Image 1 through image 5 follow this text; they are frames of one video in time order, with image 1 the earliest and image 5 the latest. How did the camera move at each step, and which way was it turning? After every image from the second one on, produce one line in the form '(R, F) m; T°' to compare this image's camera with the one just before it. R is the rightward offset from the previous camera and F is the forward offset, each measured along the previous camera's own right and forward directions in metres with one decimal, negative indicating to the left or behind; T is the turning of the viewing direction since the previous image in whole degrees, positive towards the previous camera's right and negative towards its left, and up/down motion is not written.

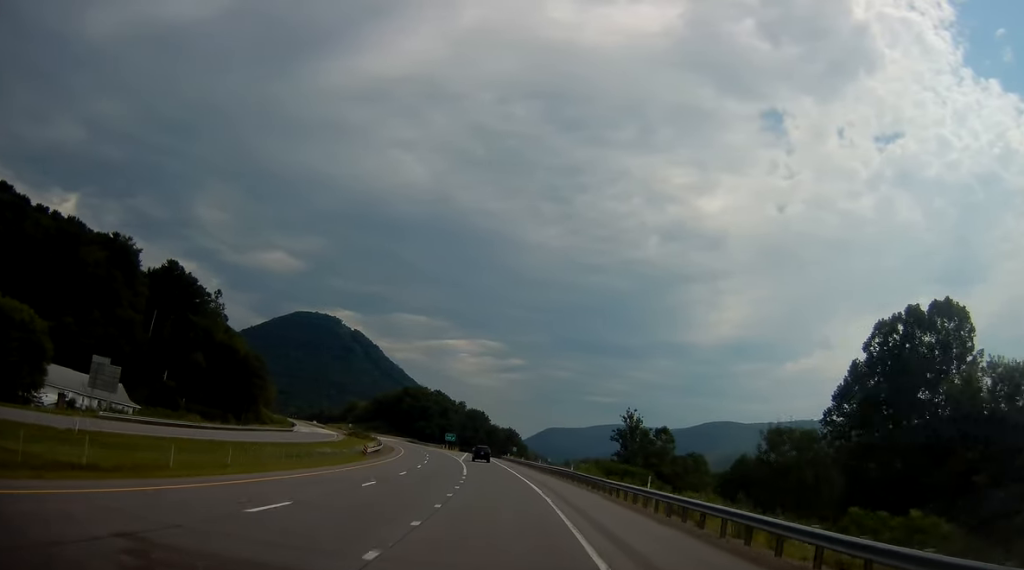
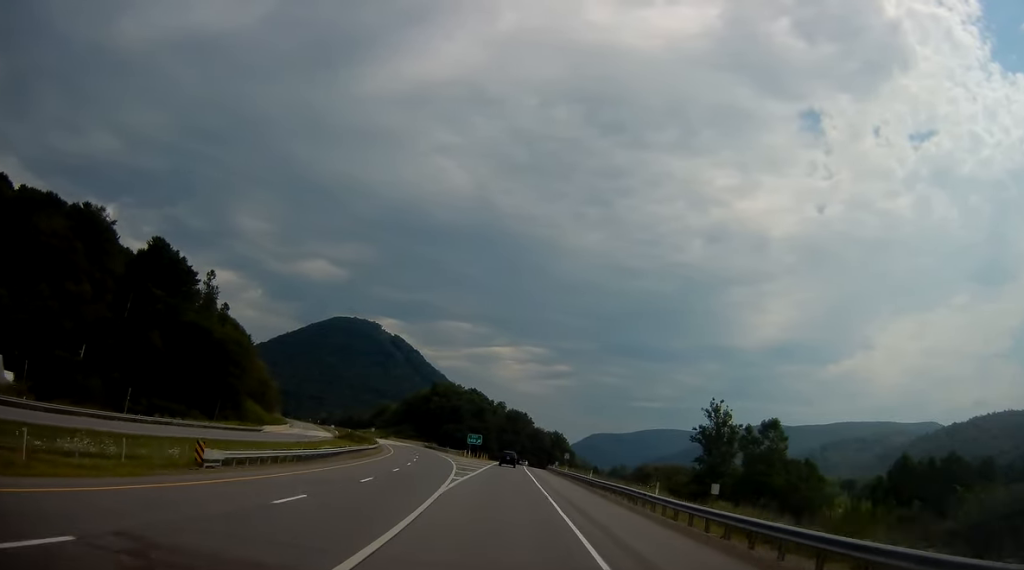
(-1.7, +45.8) m; -4°
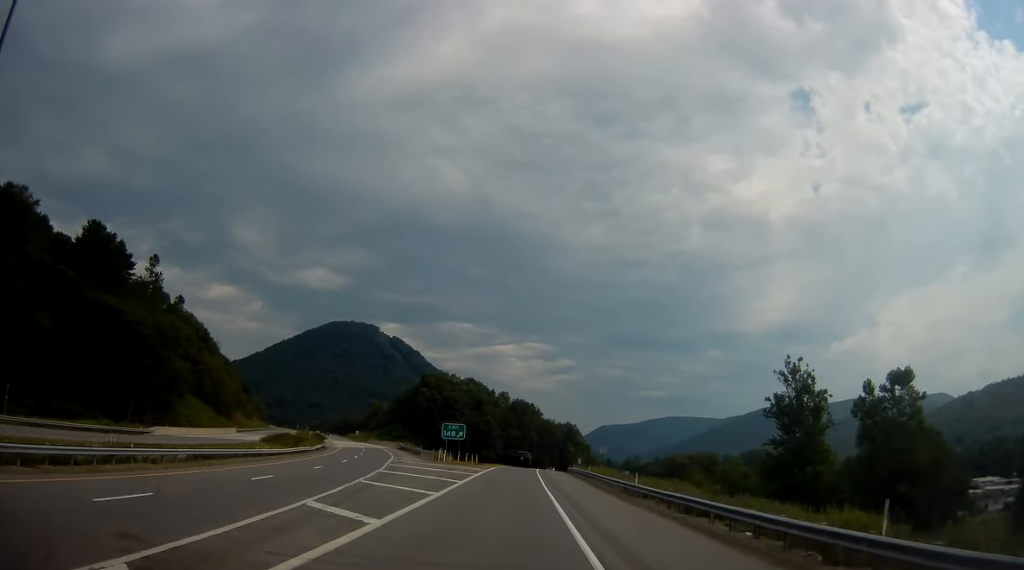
(-1.3, +39.8) m; -2°
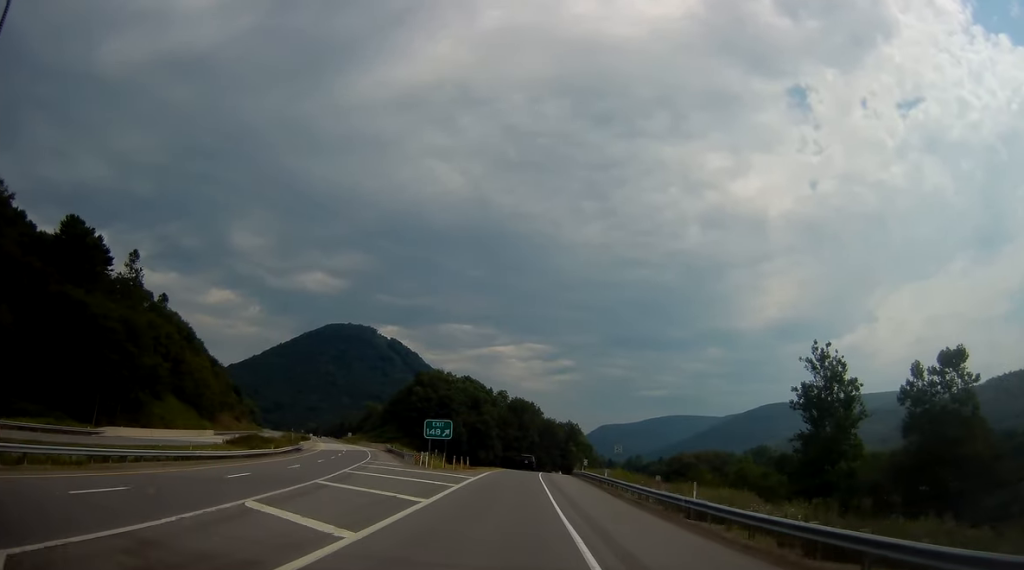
(0.0, +11.7) m; 0°
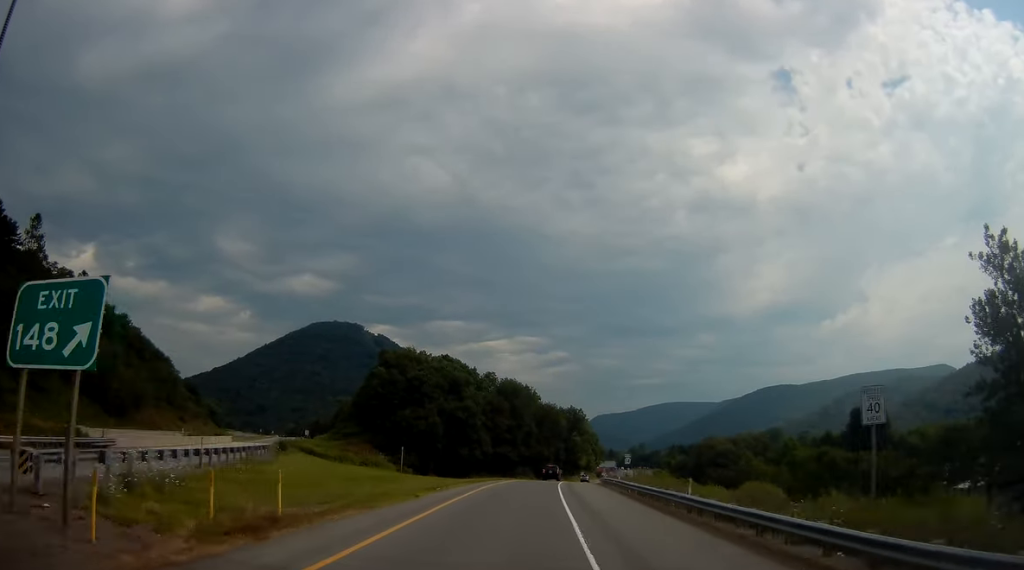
(+0.4, +43.8) m; +1°
